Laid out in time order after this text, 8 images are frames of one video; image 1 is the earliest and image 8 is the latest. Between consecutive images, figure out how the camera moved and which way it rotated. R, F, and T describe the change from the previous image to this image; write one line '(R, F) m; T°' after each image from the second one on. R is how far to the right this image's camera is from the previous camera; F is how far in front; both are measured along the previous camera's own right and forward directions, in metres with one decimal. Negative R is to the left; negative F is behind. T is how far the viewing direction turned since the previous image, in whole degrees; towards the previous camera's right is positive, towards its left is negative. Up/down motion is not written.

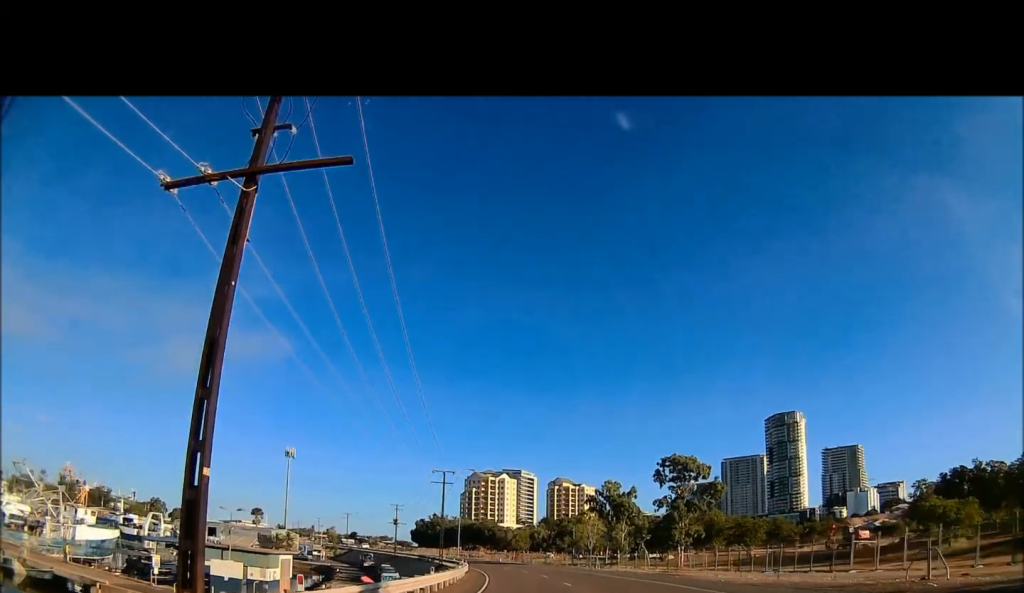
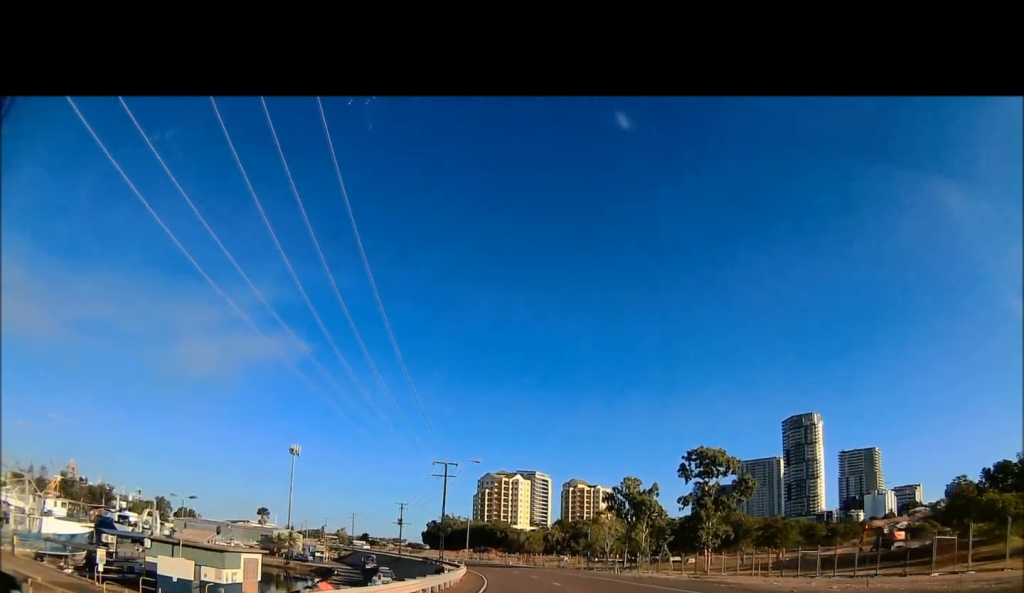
(-0.1, +7.7) m; -3°
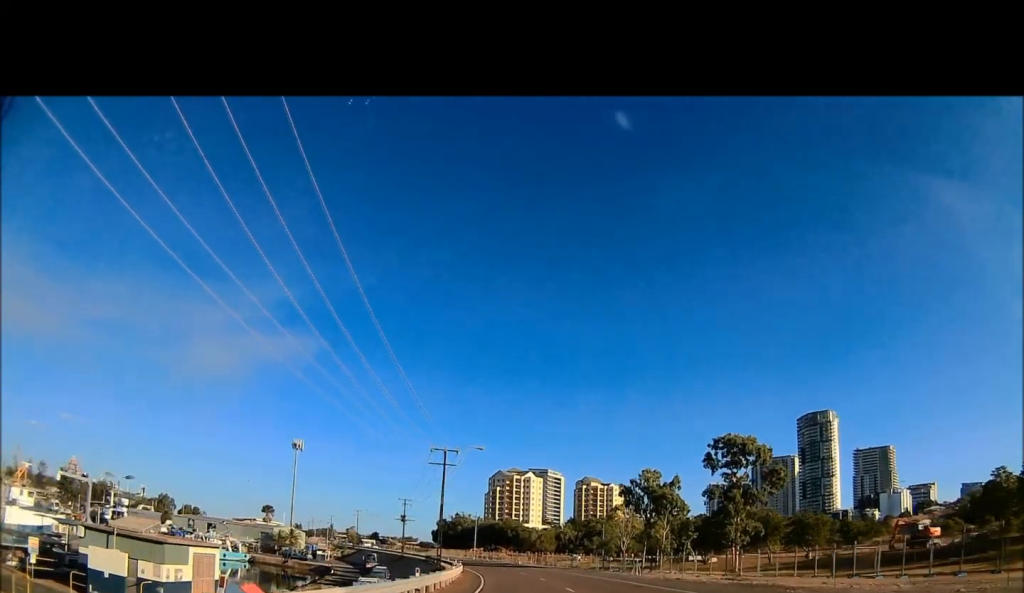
(-0.6, +7.7) m; -2°
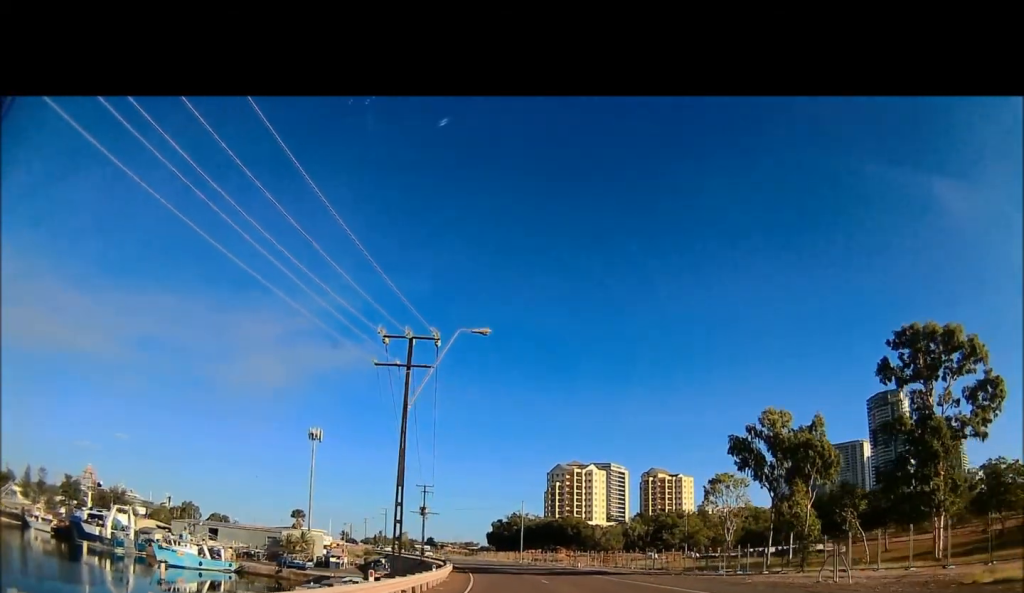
(-1.2, +33.4) m; -3°
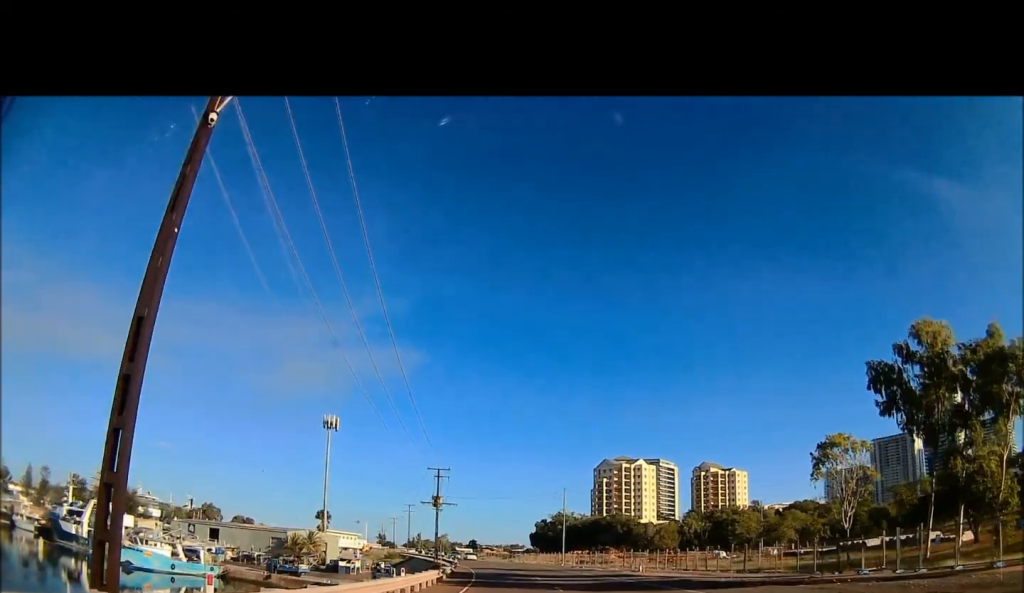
(-0.4, +20.1) m; -4°
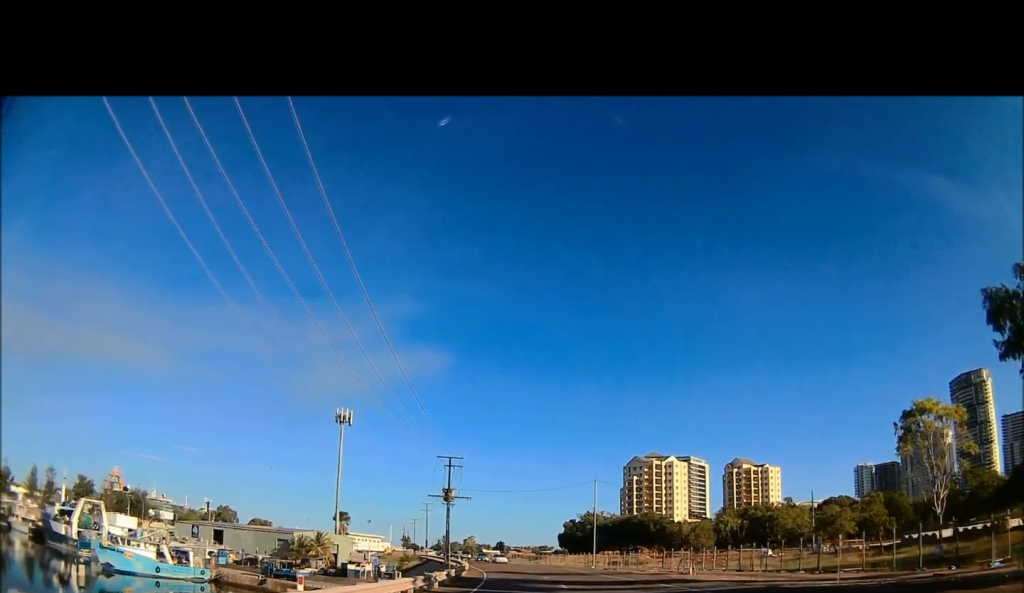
(0.0, +9.8) m; -3°
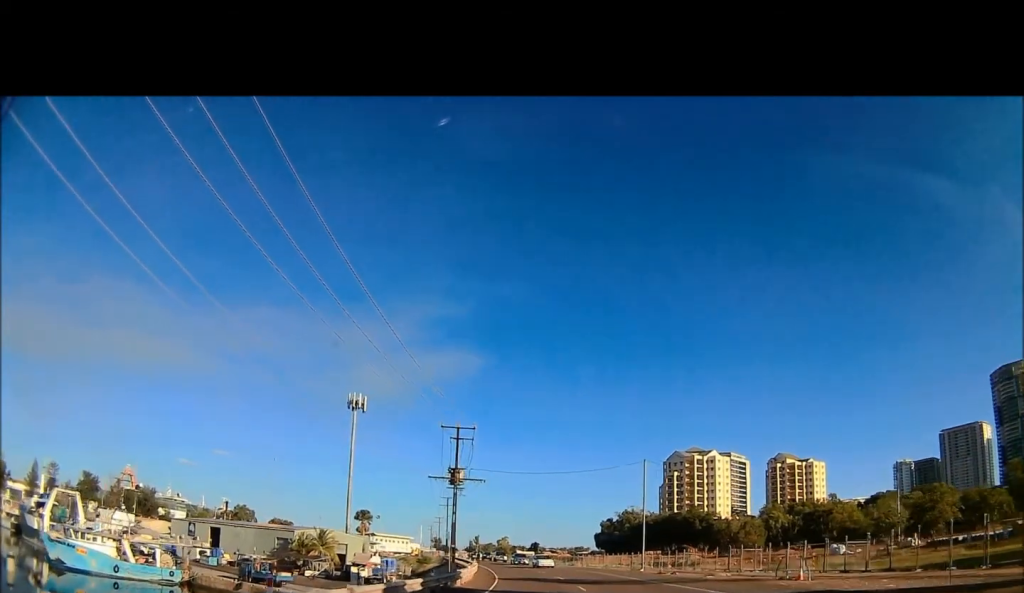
(-0.7, +16.2) m; -5°
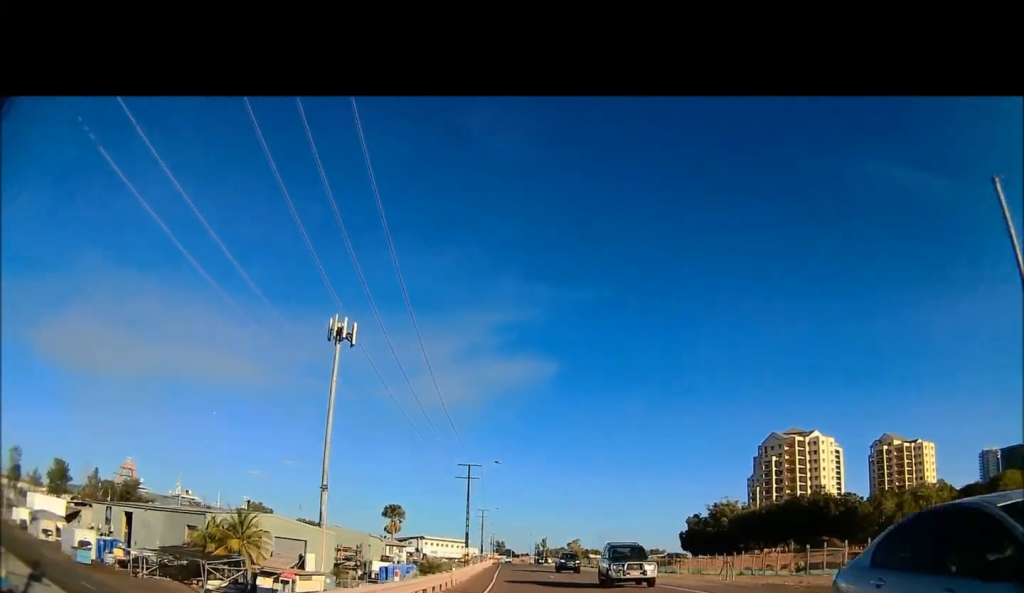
(-4.3, +44.2) m; -8°
